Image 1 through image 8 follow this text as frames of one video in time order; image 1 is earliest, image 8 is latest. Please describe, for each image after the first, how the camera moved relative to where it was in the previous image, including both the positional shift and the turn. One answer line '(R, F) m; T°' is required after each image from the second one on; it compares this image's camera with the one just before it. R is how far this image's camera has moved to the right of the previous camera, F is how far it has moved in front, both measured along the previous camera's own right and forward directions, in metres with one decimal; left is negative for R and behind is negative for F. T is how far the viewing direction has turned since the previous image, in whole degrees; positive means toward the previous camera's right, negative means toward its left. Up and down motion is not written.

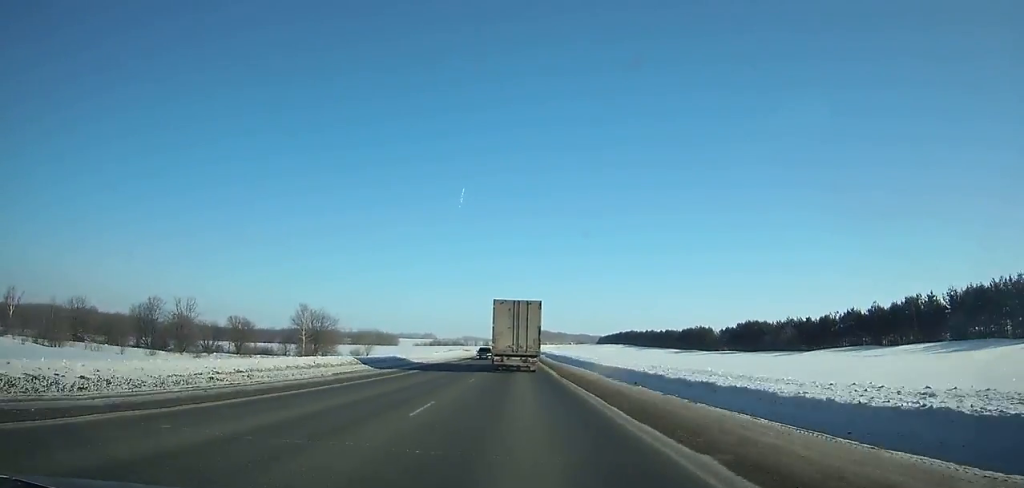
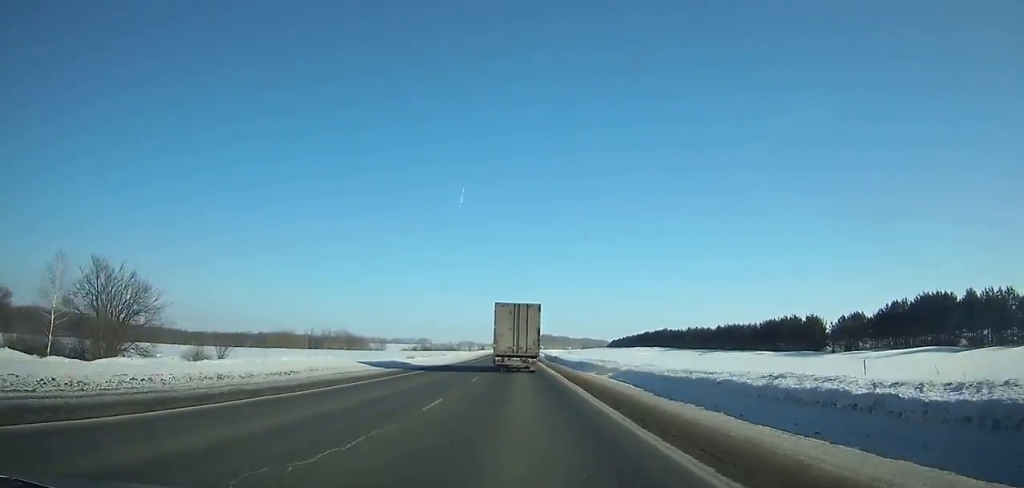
(-0.1, +81.6) m; 0°
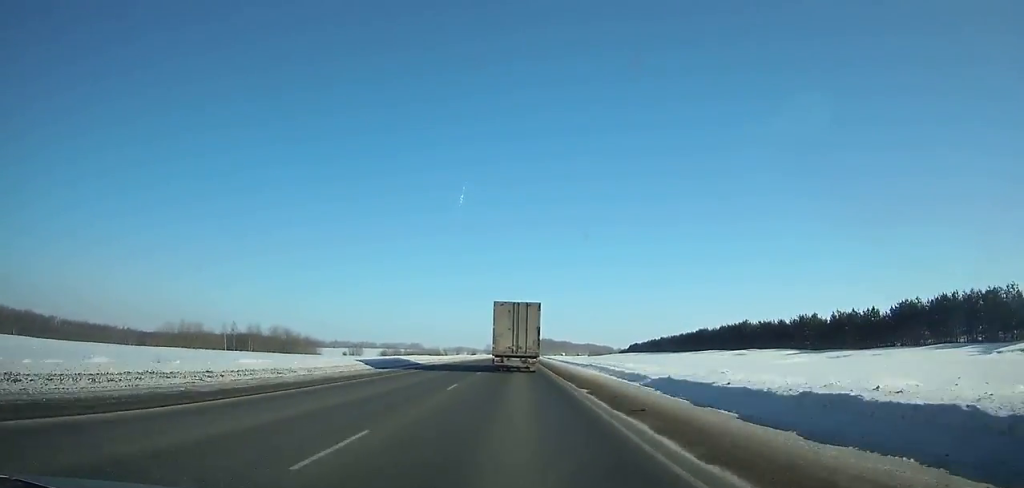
(-0.1, +100.4) m; 0°
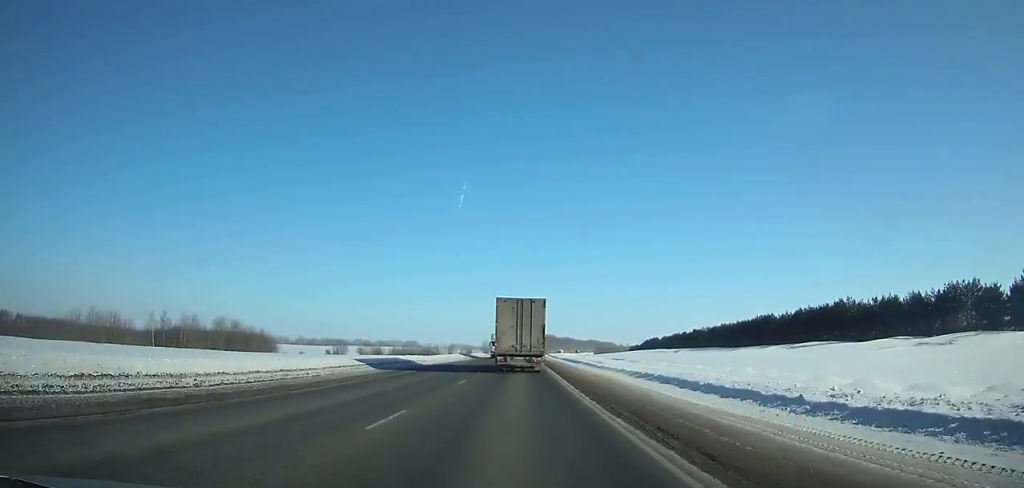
(+0.1, +56.1) m; 0°
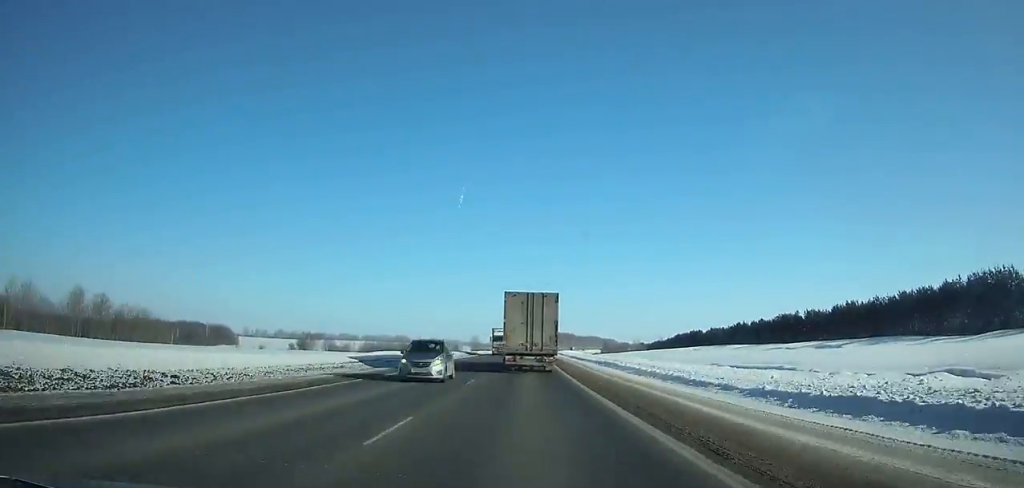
(+0.6, +83.9) m; +1°
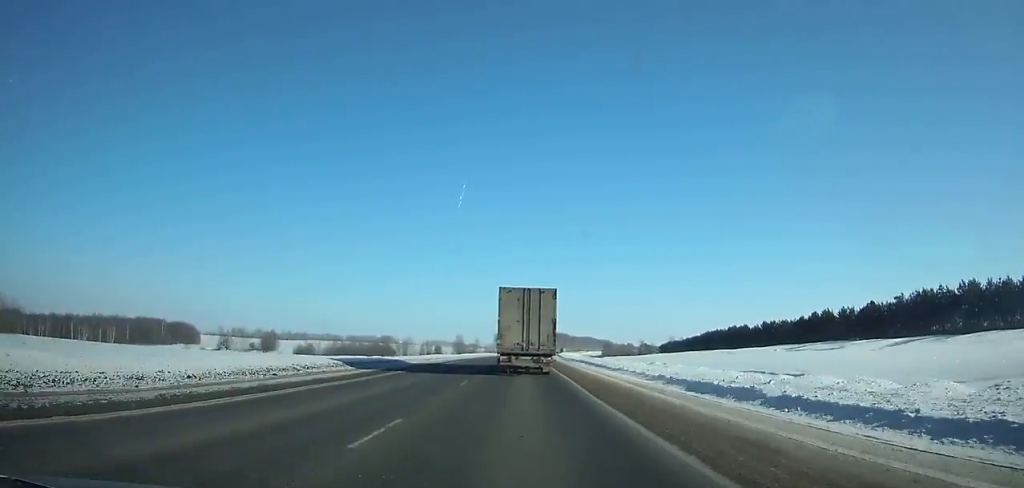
(+0.3, +57.9) m; +1°
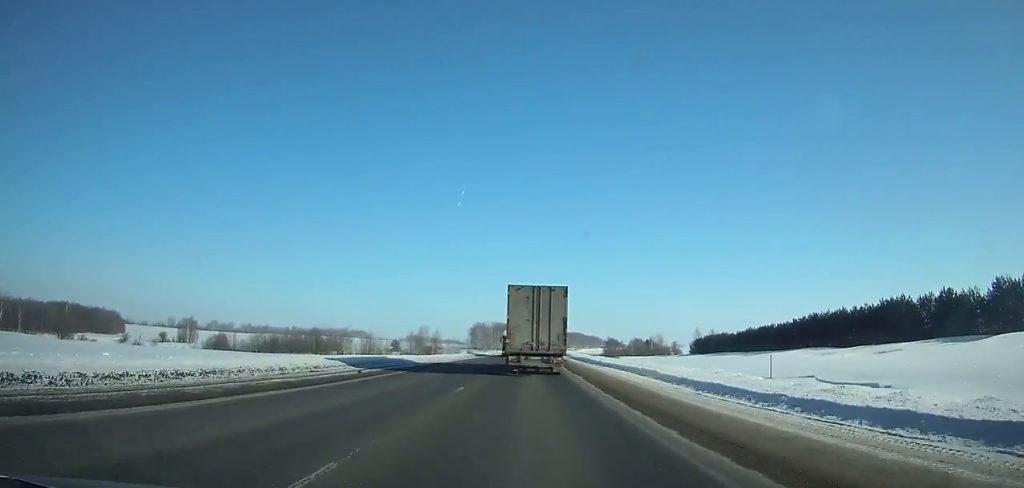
(+1.7, +98.7) m; +2°
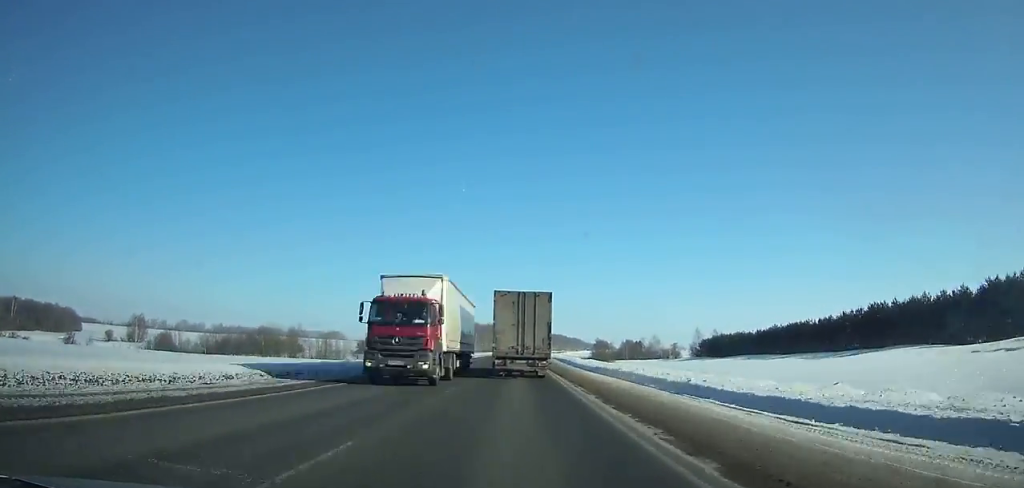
(+0.2, +34.4) m; +1°
